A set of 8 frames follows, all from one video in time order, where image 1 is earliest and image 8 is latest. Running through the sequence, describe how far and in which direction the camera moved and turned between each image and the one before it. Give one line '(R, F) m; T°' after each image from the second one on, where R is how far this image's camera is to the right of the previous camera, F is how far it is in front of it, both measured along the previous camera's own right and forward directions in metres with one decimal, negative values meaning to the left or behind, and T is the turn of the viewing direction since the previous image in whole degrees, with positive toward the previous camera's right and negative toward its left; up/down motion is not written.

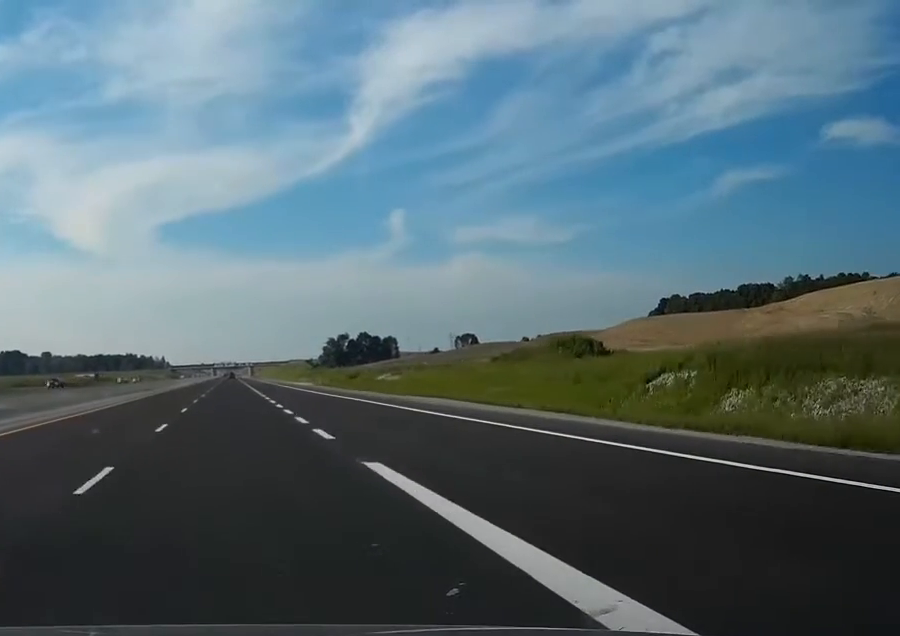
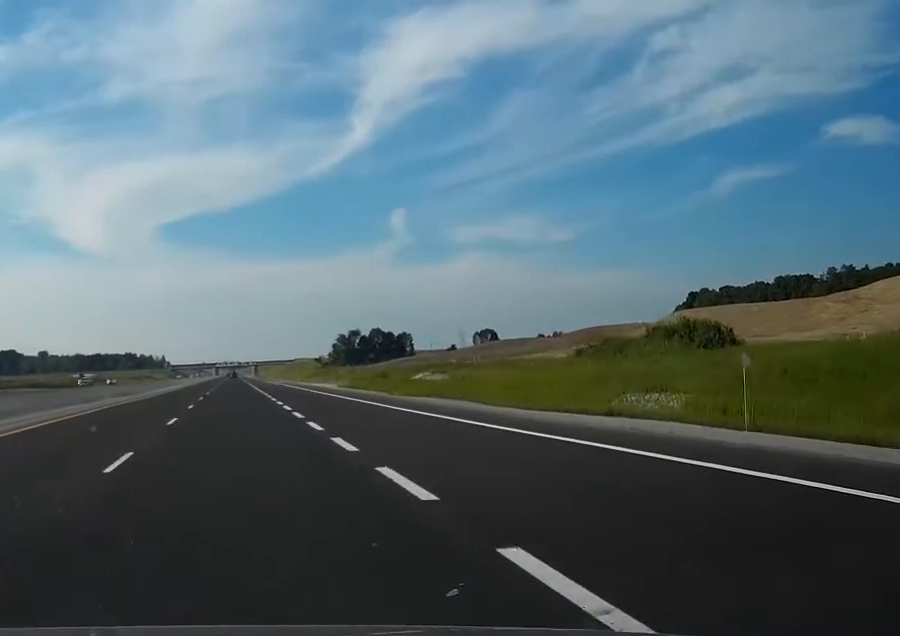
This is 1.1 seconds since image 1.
(-0.4, +33.2) m; -1°
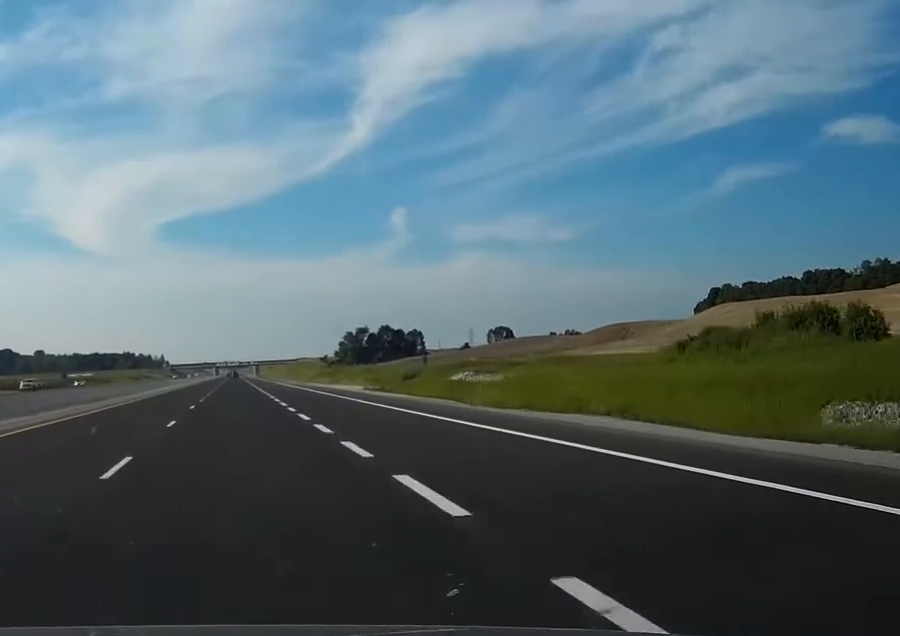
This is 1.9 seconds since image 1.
(-0.2, +24.9) m; 0°
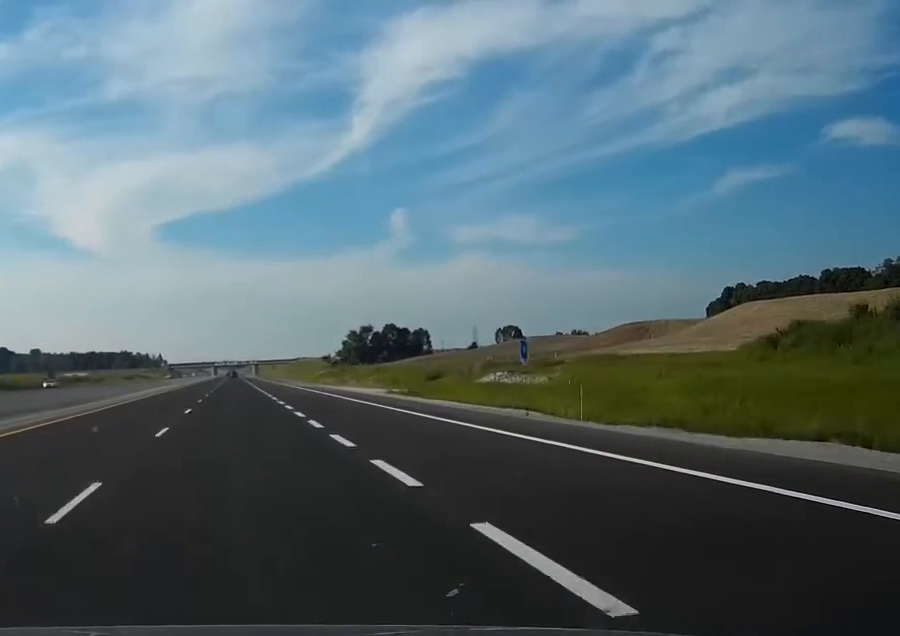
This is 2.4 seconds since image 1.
(0.0, +15.6) m; 0°
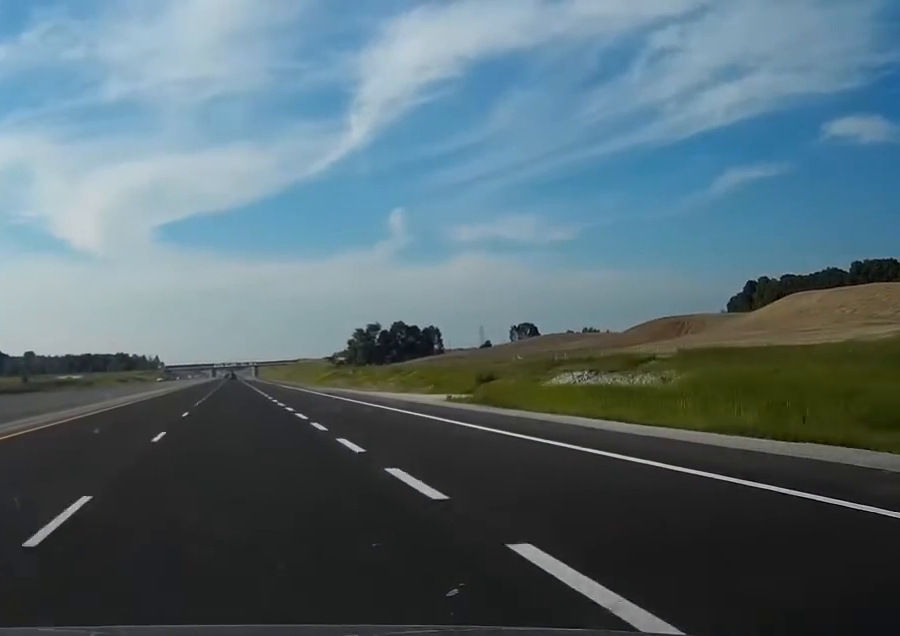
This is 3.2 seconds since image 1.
(0.0, +24.9) m; 0°
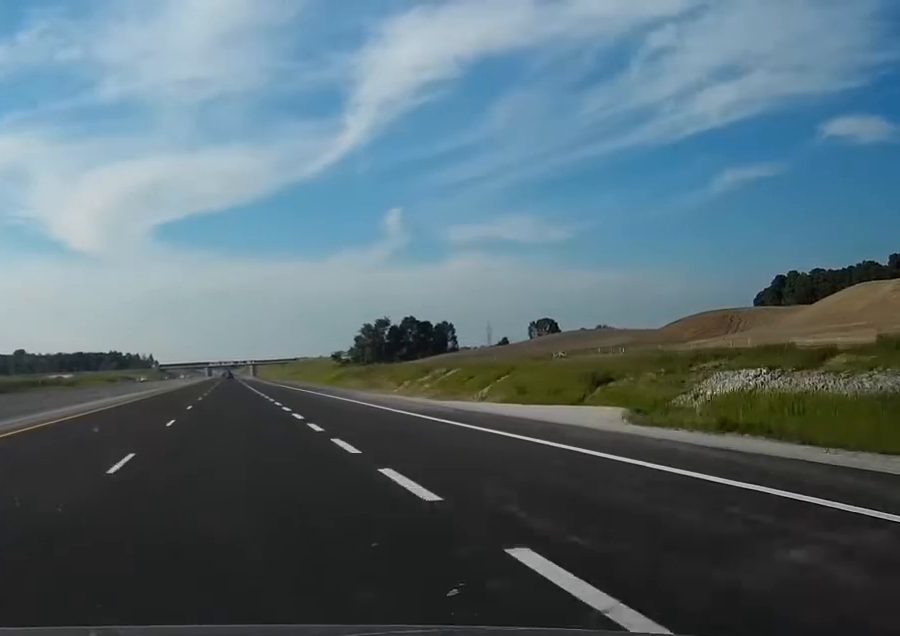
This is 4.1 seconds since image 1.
(0.0, +30.1) m; 0°
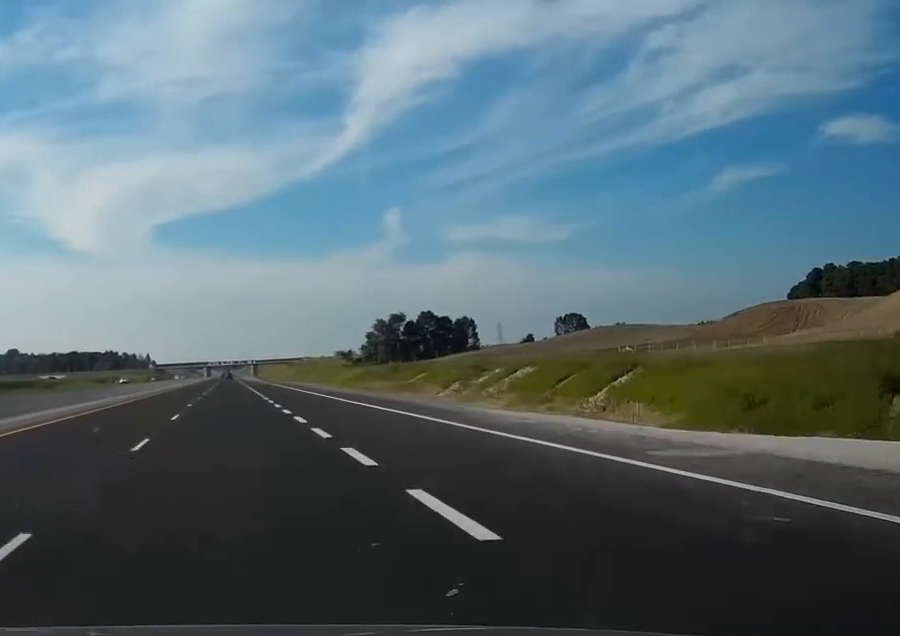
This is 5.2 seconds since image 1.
(0.0, +32.2) m; 0°
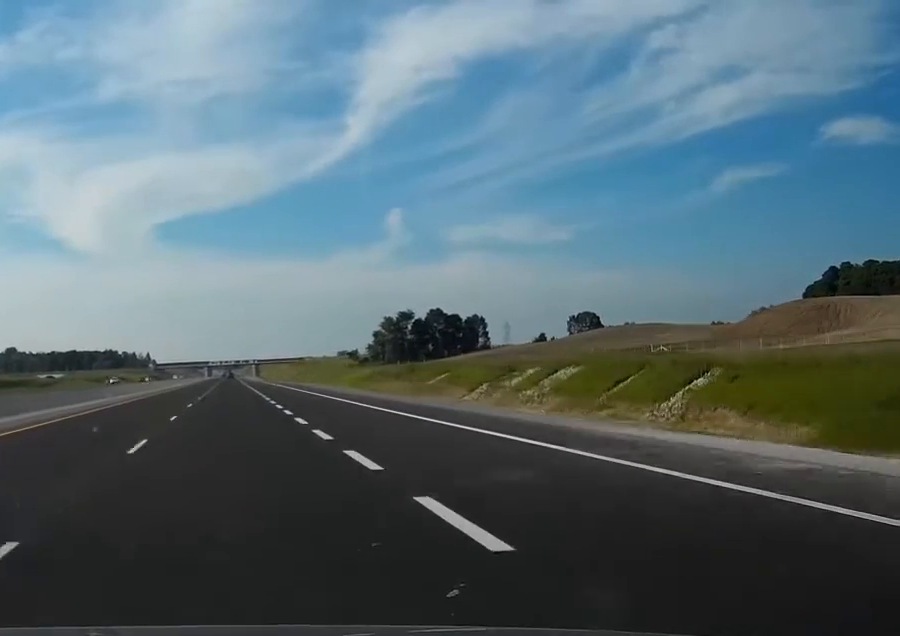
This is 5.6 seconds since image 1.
(0.0, +12.4) m; 0°
